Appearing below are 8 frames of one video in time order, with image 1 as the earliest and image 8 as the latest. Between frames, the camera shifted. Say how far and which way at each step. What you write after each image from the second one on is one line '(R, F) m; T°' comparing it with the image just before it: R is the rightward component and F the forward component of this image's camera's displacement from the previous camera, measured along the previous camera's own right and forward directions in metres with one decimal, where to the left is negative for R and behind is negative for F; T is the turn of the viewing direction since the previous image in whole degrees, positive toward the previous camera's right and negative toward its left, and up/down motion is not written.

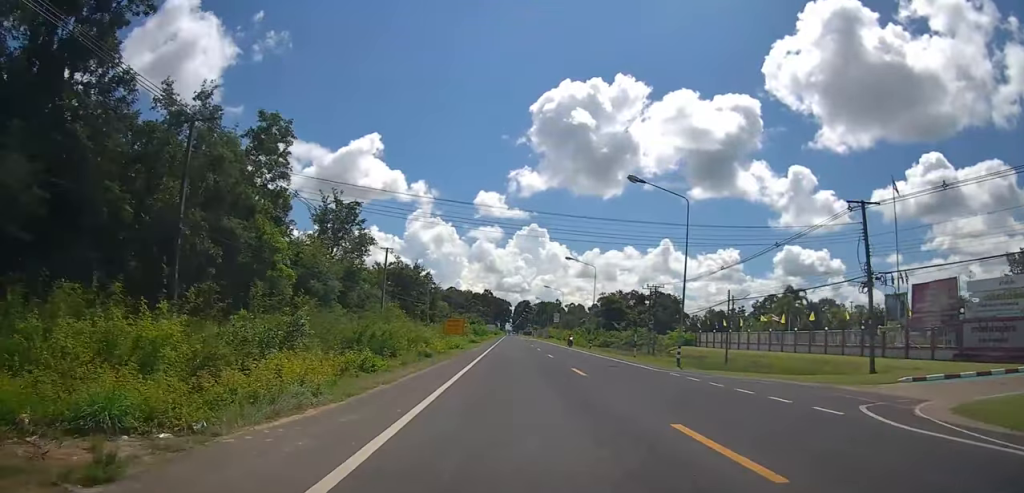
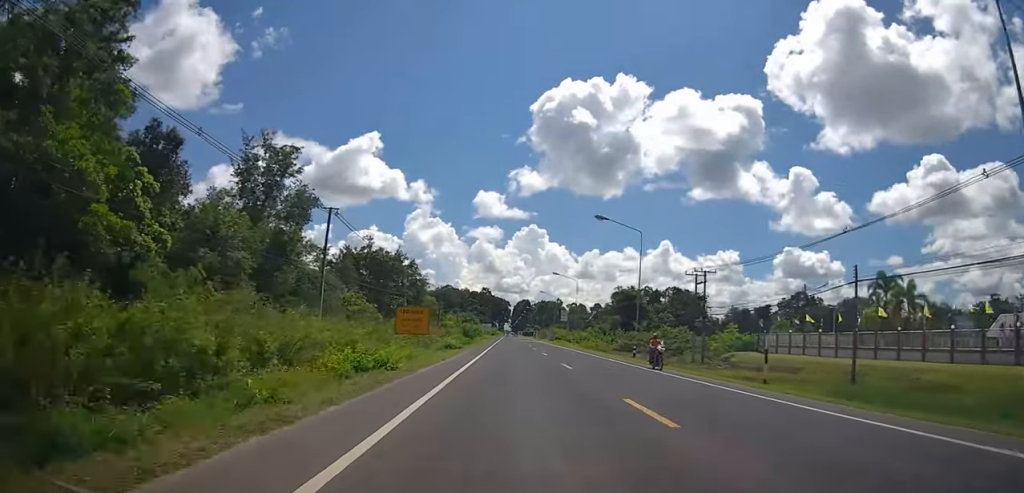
(+0.7, +21.5) m; +2°
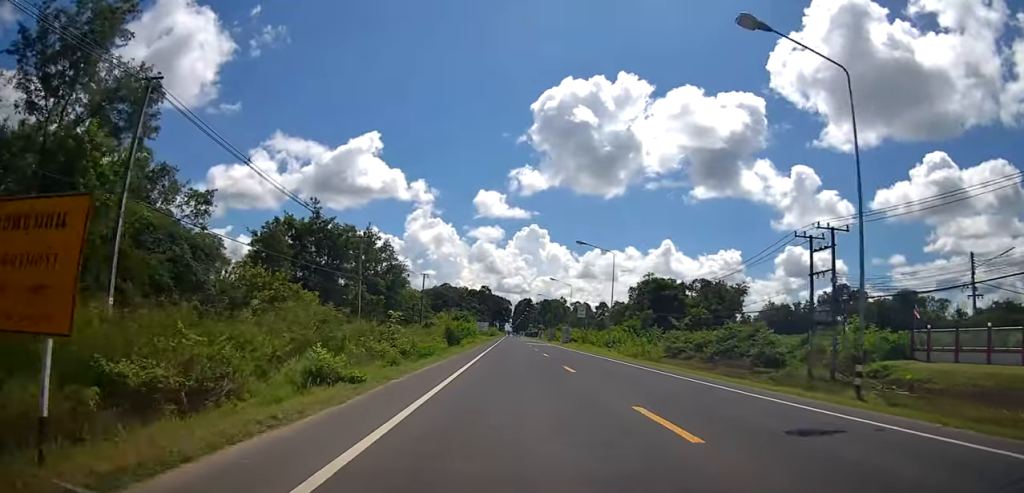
(0.0, +25.4) m; -1°
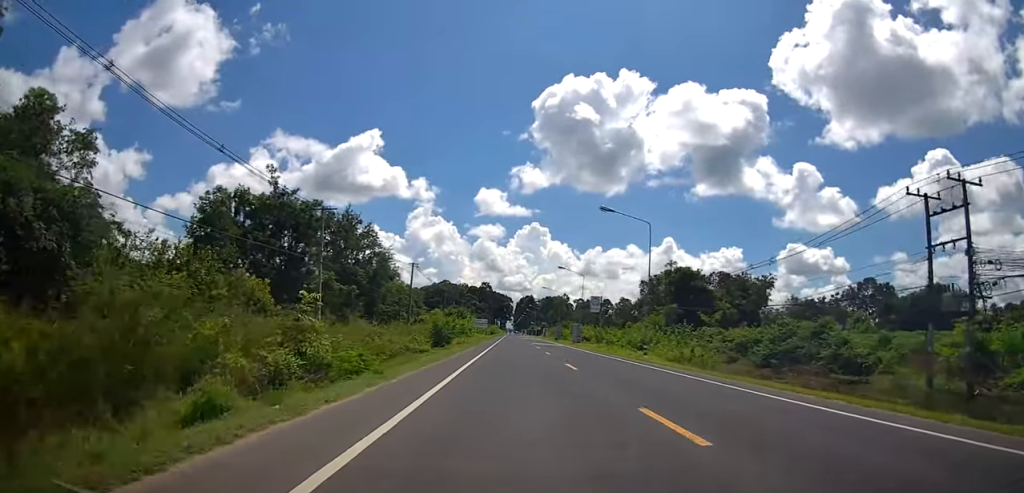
(+0.1, +12.4) m; -1°
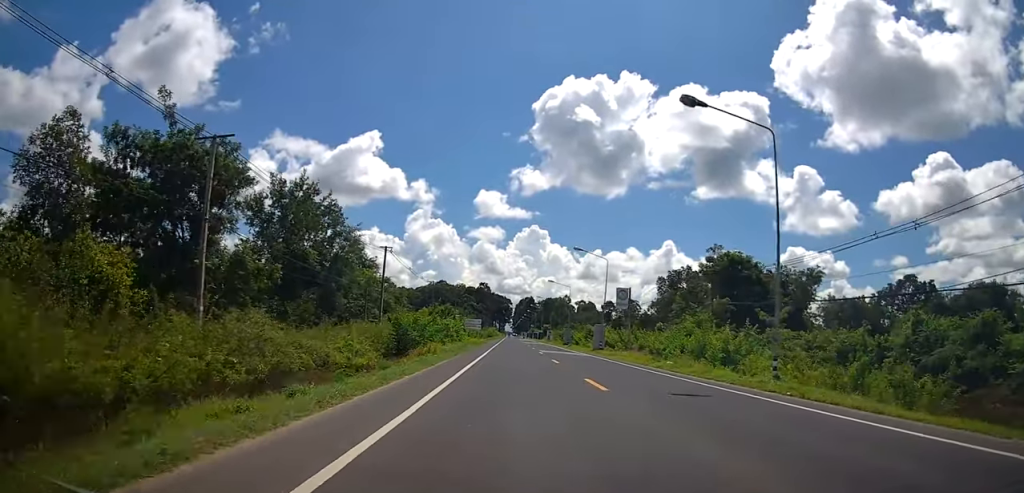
(-0.8, +17.9) m; 0°
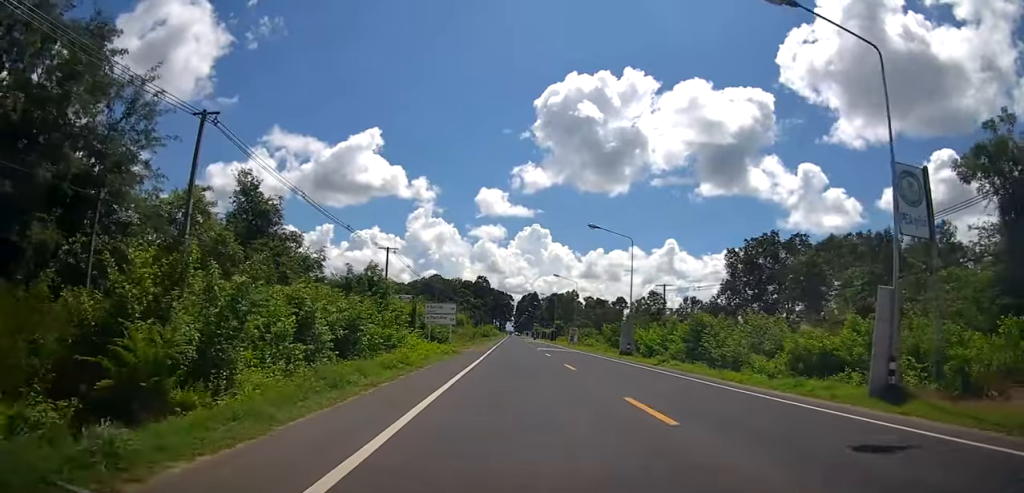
(+1.7, +41.3) m; +2°
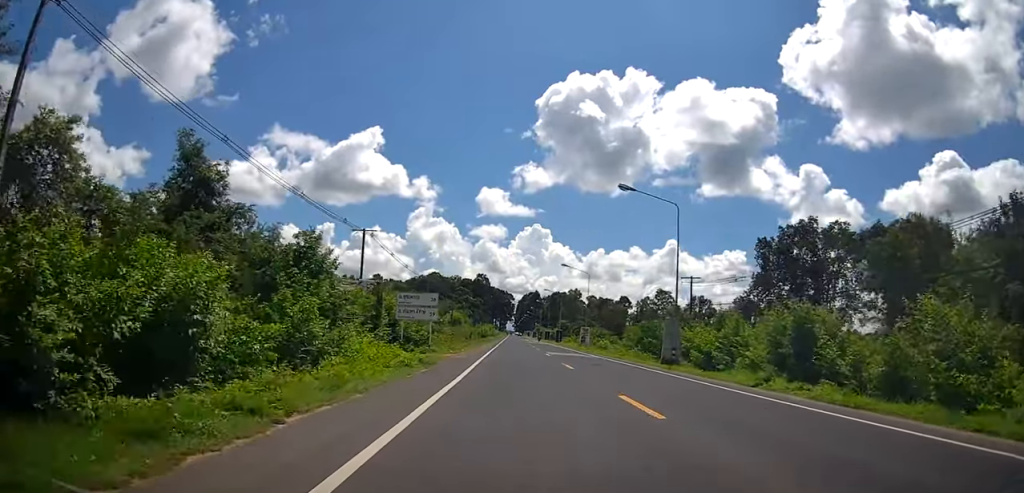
(0.0, +11.4) m; -1°
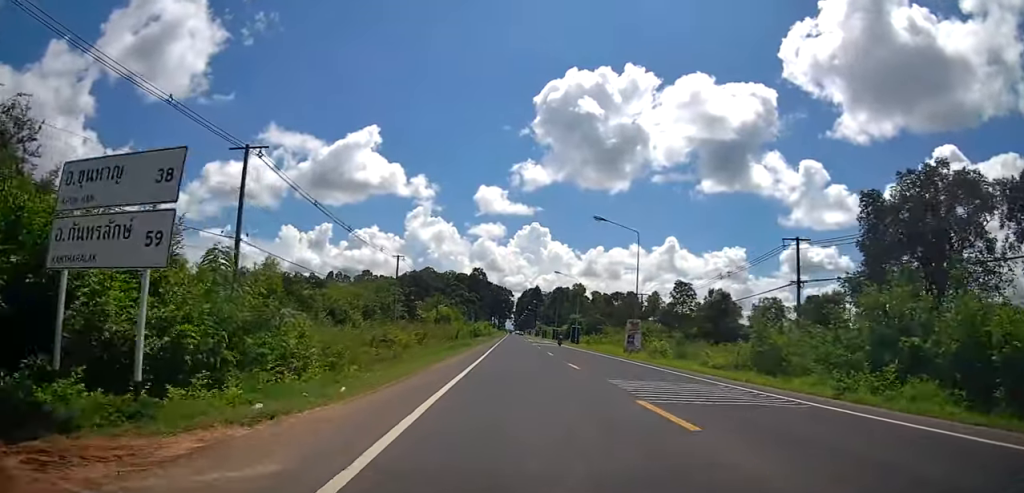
(-0.8, +25.7) m; -1°
